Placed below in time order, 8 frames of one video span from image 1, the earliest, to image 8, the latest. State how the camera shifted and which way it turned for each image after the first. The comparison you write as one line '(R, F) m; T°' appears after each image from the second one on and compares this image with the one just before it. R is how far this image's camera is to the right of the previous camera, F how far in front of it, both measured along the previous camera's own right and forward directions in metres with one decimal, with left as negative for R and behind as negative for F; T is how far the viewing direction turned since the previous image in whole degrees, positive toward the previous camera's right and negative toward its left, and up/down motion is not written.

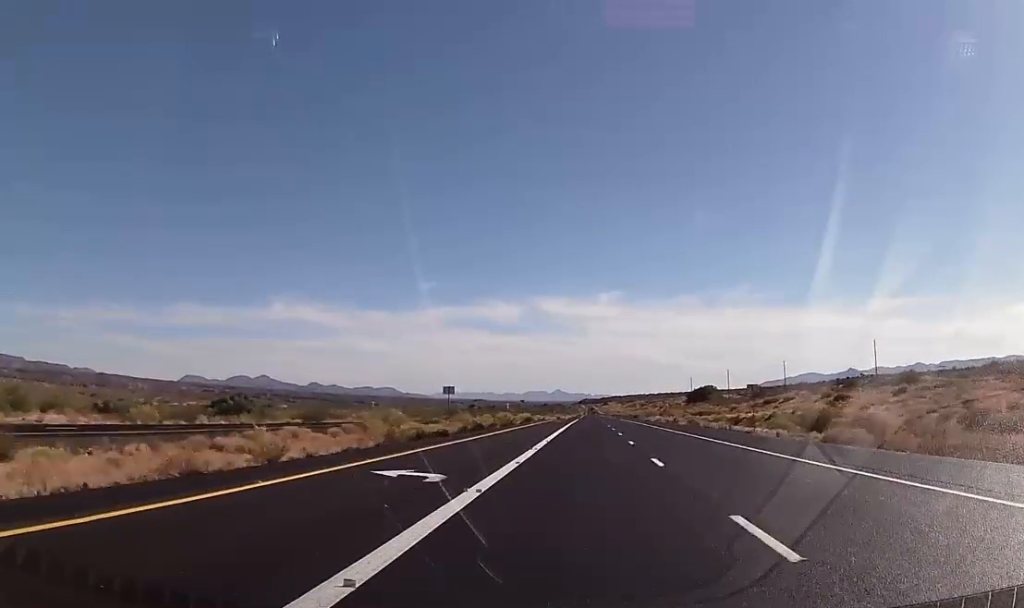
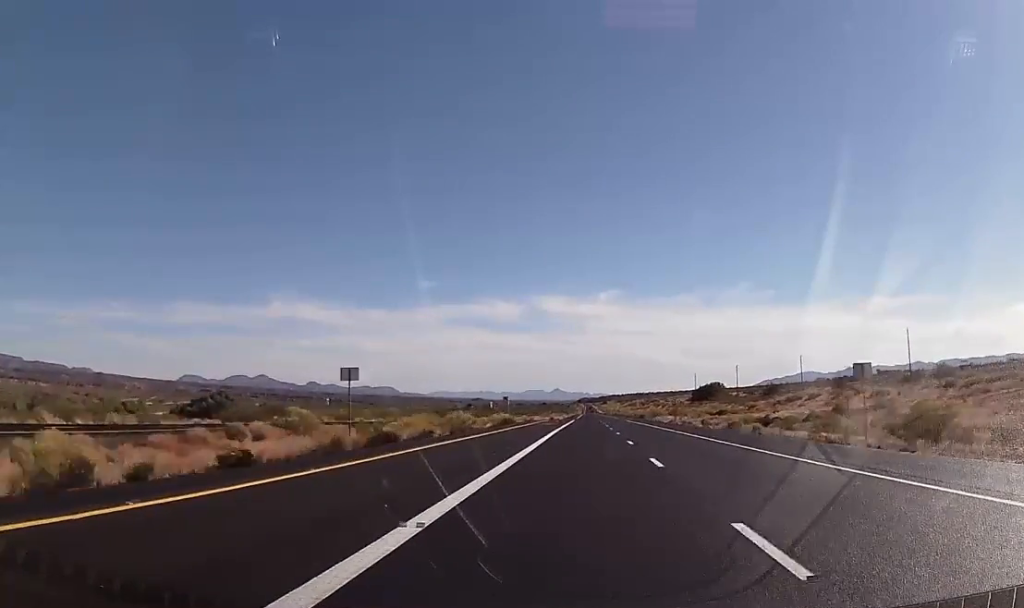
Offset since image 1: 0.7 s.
(-0.3, +25.1) m; 0°
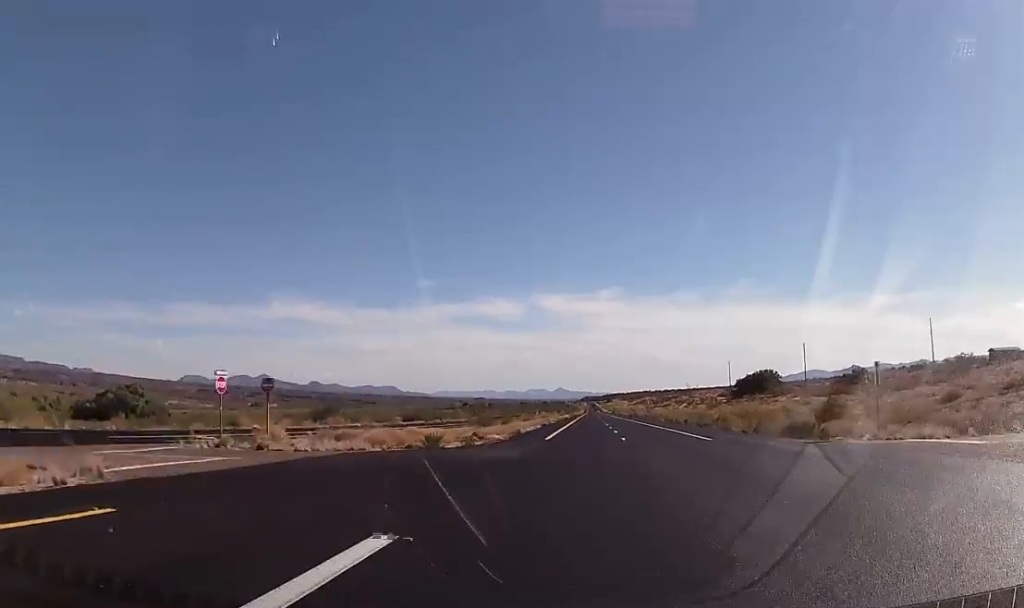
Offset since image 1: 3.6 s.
(+1.3, +102.5) m; +1°
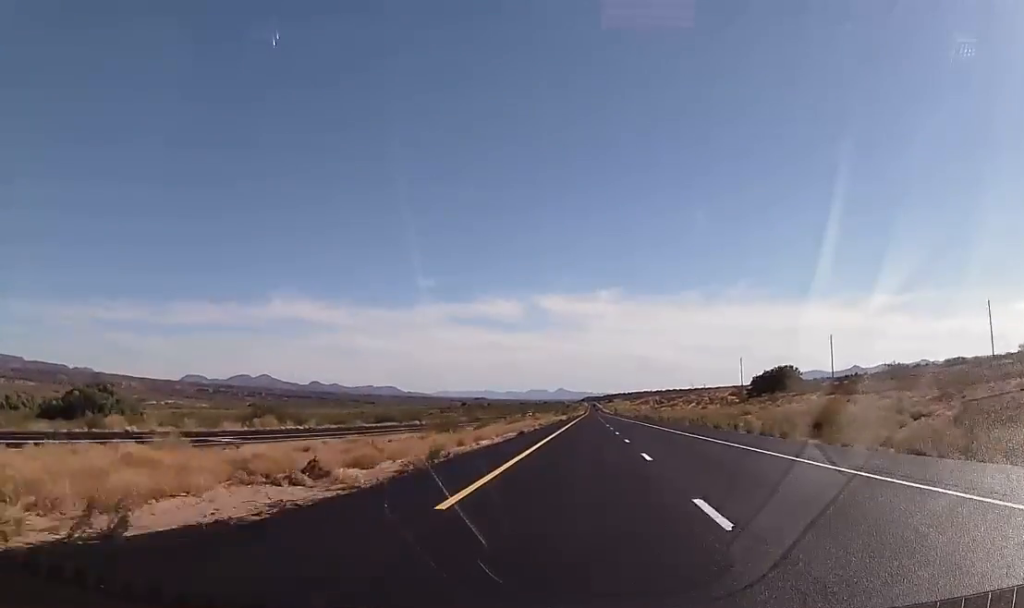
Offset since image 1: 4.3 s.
(-0.1, +26.2) m; -1°
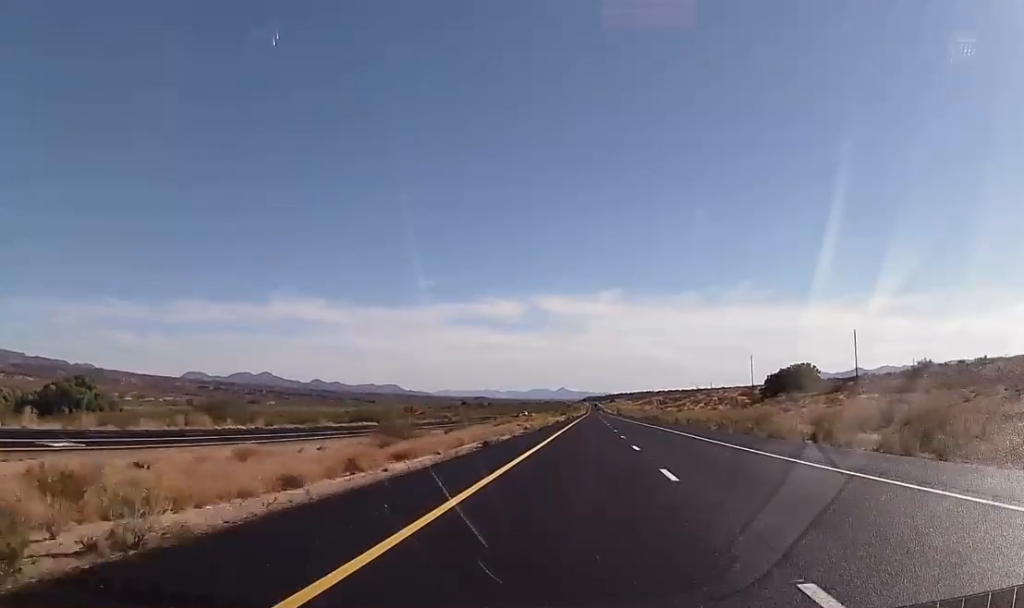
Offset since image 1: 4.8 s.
(-0.1, +17.9) m; 0°
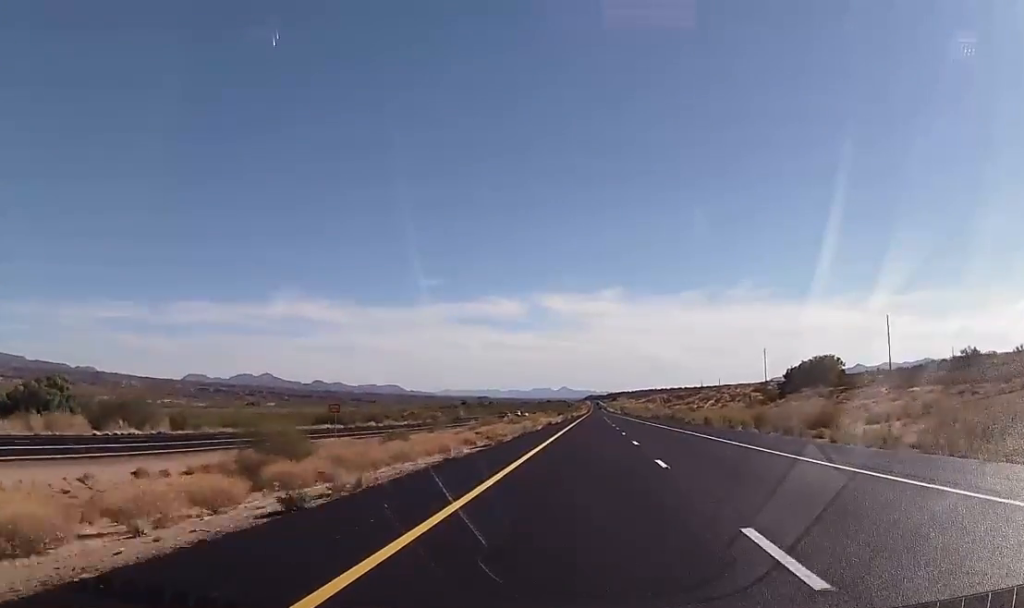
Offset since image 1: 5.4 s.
(0.0, +21.4) m; 0°
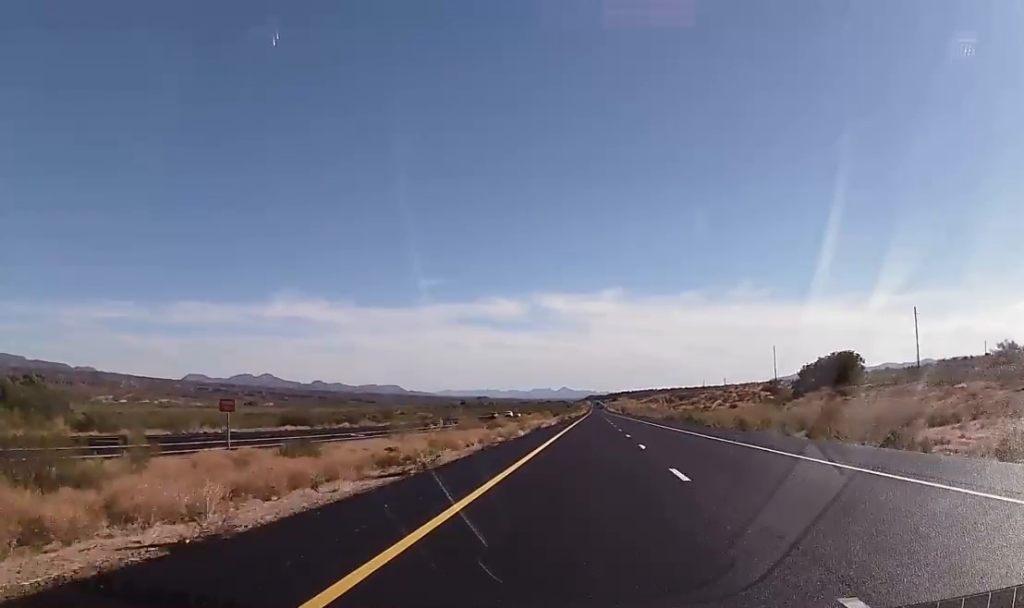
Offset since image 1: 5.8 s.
(-0.1, +15.5) m; 0°
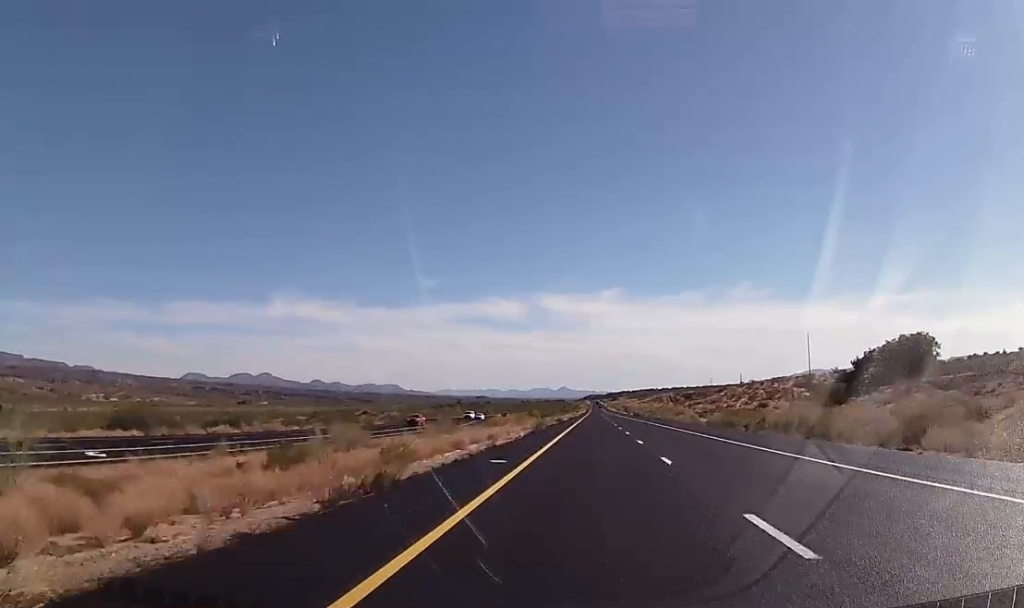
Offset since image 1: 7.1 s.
(+0.3, +43.9) m; 0°
